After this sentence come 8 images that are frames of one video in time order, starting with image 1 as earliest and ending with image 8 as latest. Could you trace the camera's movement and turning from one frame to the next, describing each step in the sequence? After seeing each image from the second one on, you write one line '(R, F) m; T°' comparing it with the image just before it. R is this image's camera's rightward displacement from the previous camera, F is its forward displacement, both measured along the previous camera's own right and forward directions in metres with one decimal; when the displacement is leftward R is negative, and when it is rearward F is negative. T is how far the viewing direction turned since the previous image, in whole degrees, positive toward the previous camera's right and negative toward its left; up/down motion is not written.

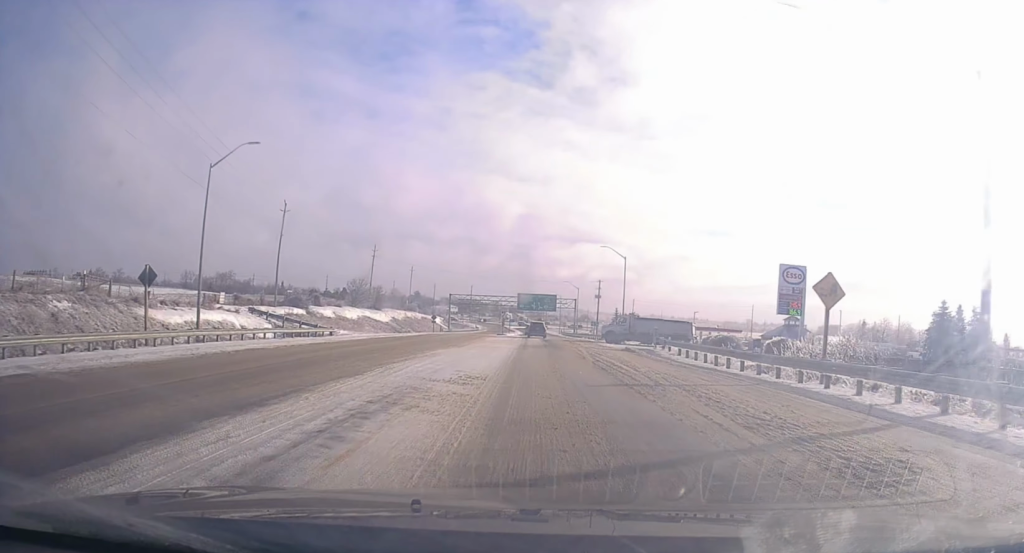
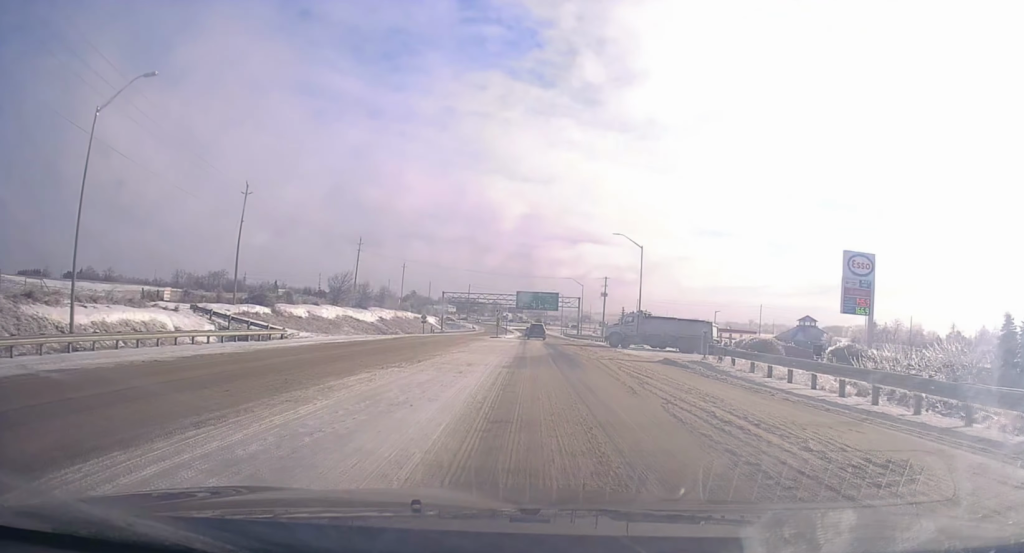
(-0.1, +12.7) m; 0°
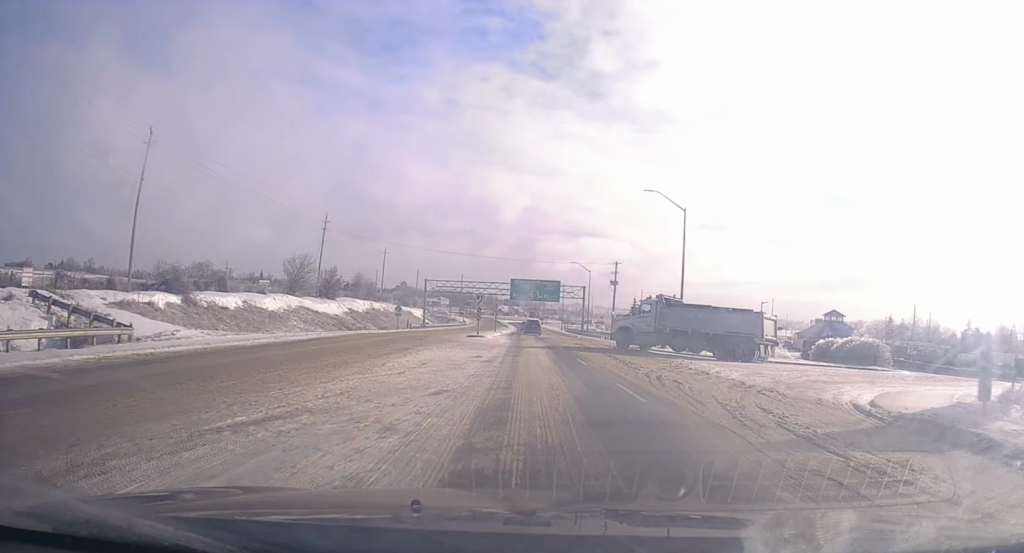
(+0.2, +21.0) m; 0°
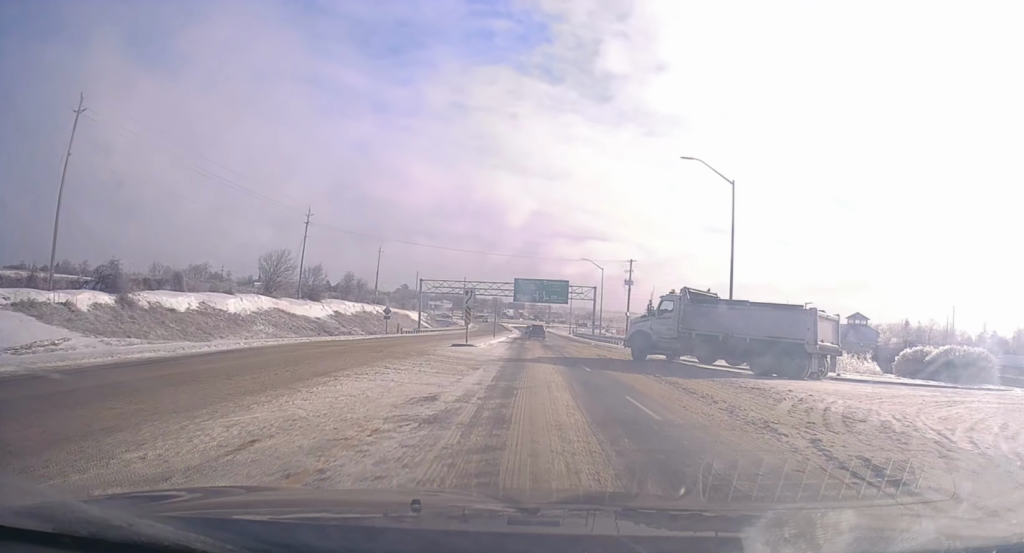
(-0.1, +12.2) m; 0°
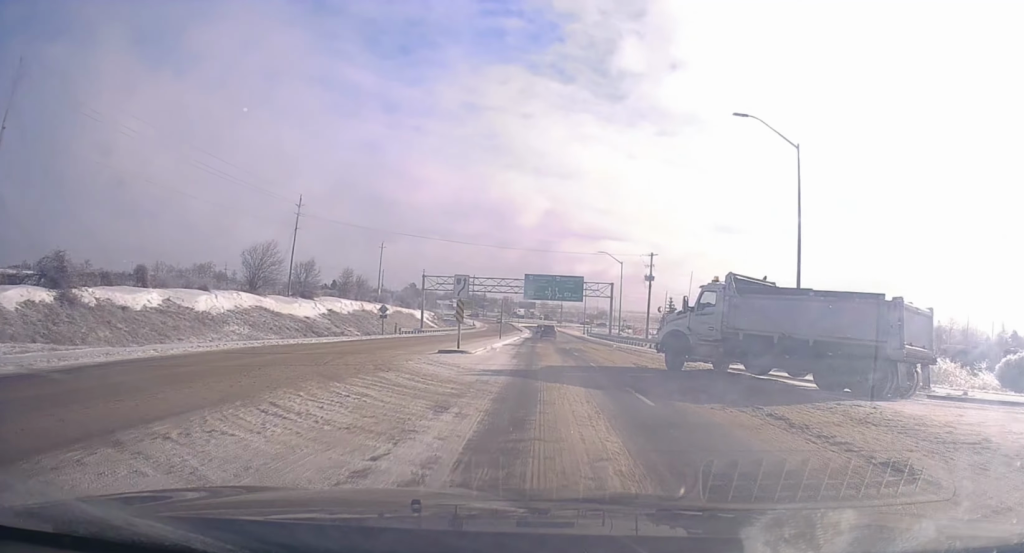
(0.0, +9.0) m; 0°
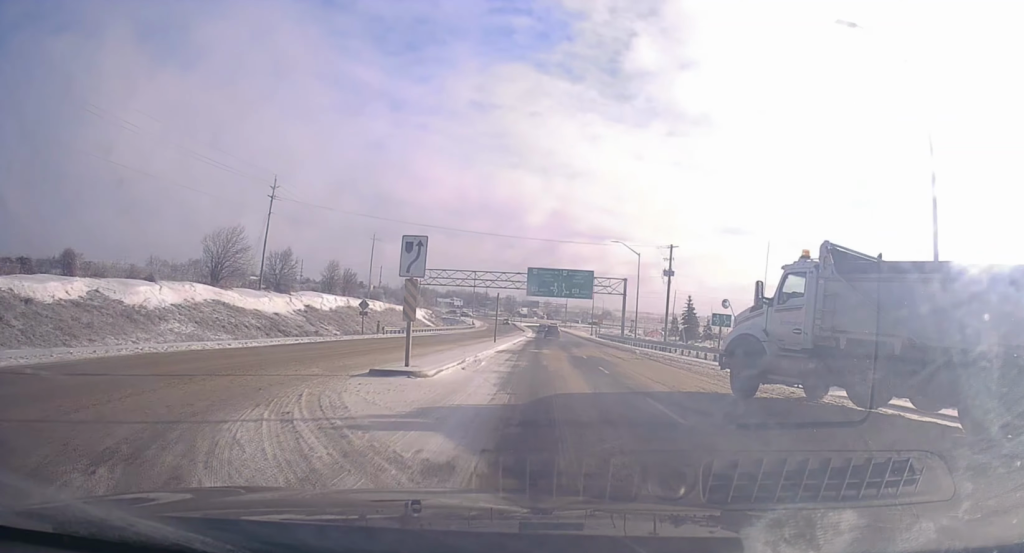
(+0.3, +11.0) m; -1°
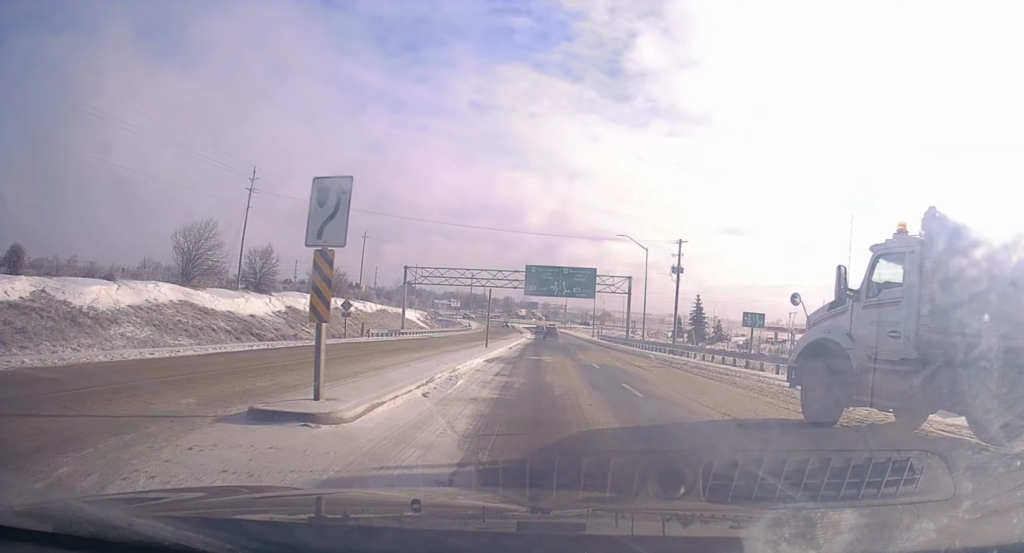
(-0.3, +5.8) m; 0°
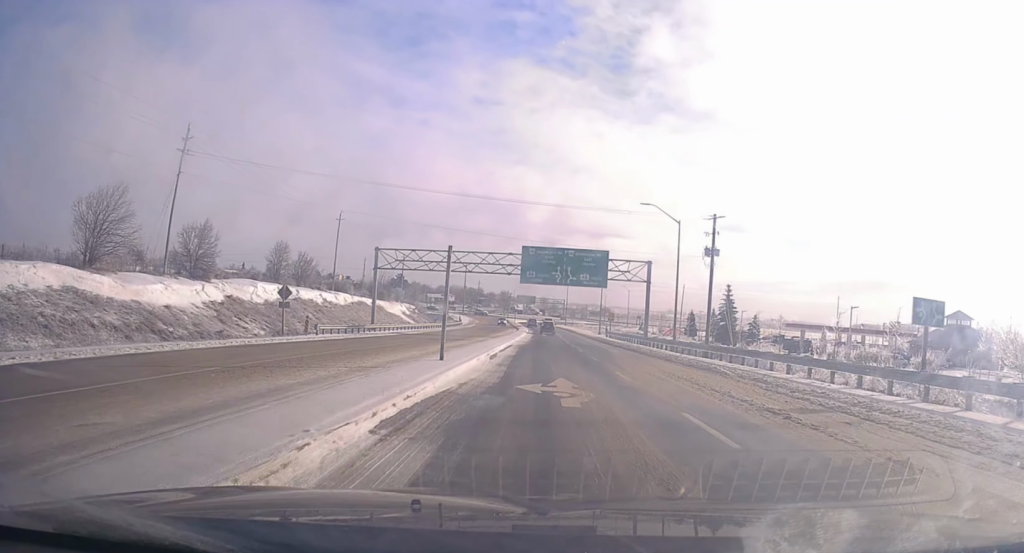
(+0.1, +15.8) m; 0°
